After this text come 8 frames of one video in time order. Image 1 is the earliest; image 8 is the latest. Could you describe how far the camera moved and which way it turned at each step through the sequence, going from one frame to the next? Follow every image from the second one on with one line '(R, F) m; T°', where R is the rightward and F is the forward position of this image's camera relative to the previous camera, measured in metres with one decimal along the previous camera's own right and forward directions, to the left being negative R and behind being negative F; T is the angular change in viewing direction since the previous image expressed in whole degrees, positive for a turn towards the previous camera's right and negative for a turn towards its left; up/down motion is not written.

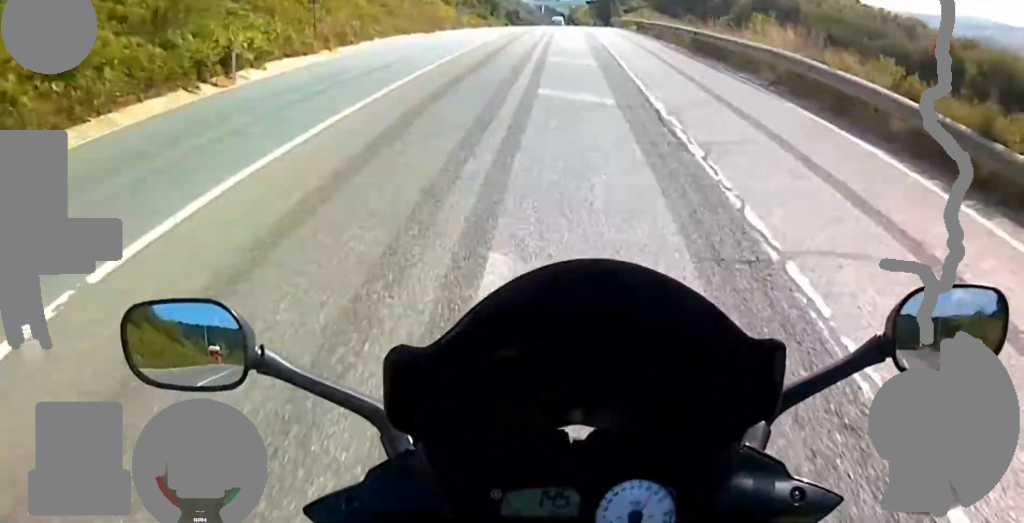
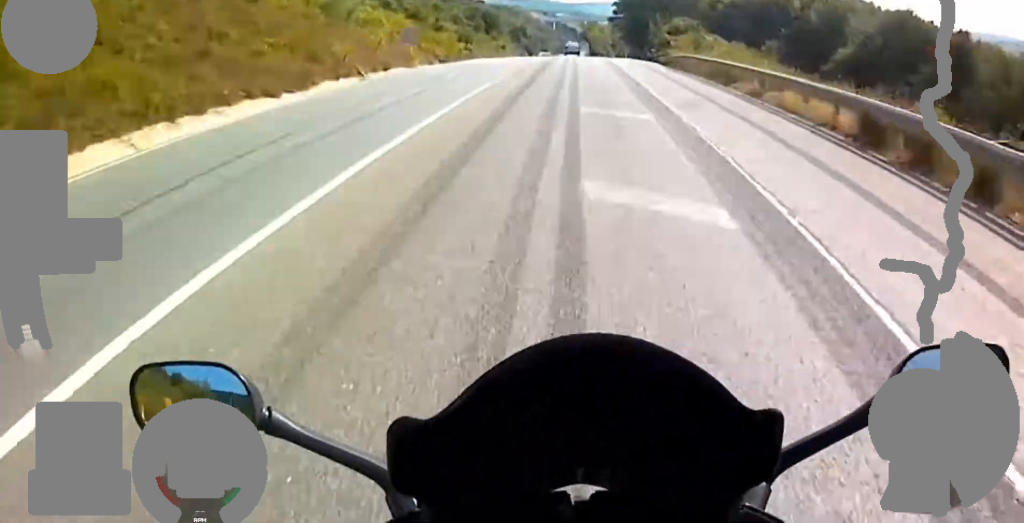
(+0.2, +35.1) m; +1°
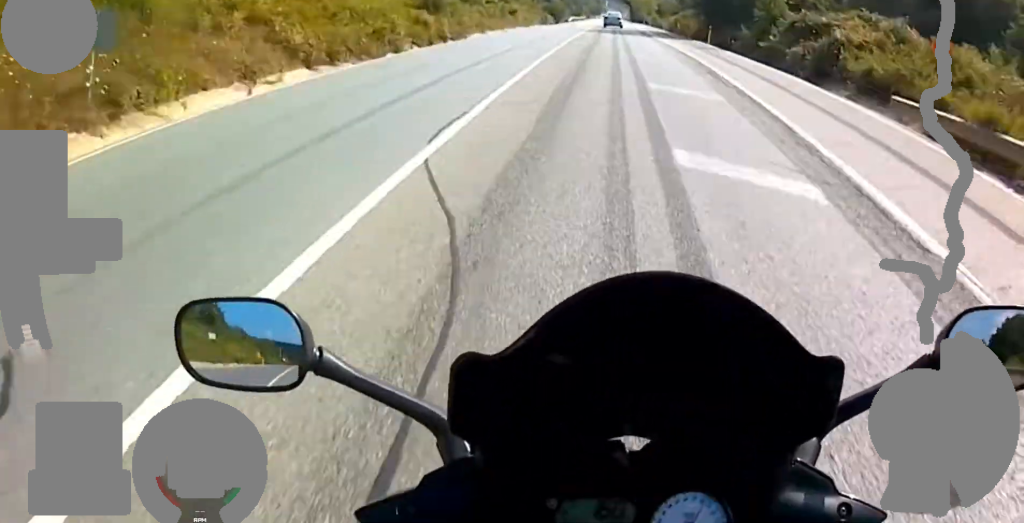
(+0.3, +32.0) m; 0°
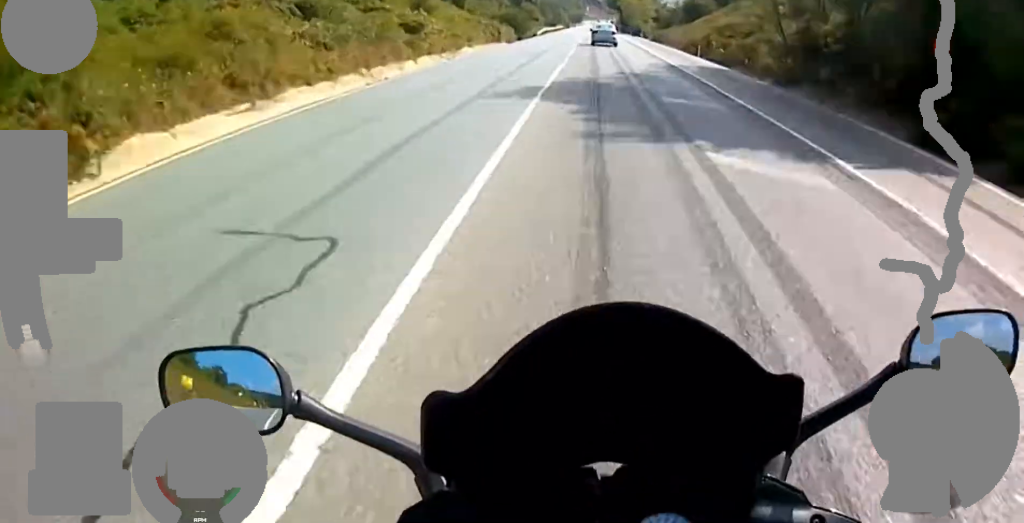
(-0.2, +35.0) m; 0°
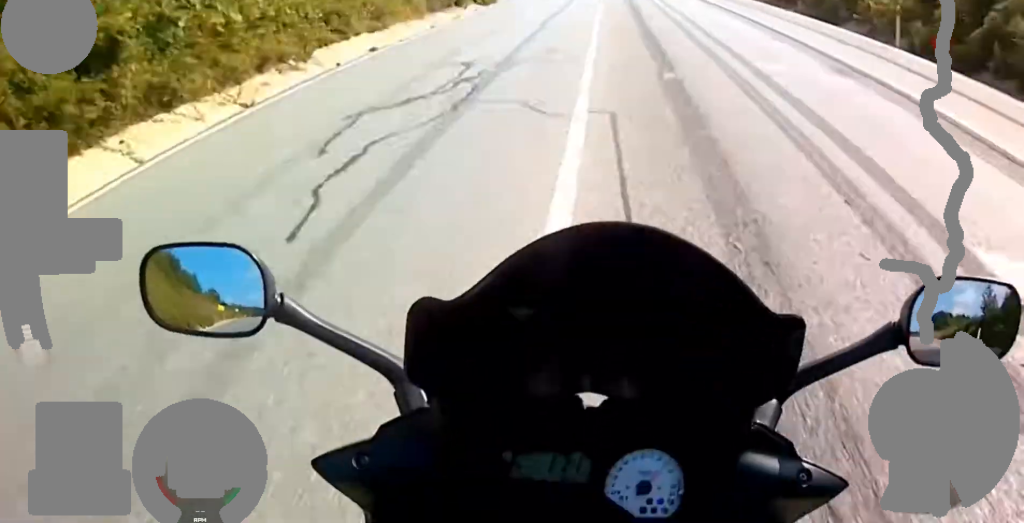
(+0.2, +27.2) m; 0°
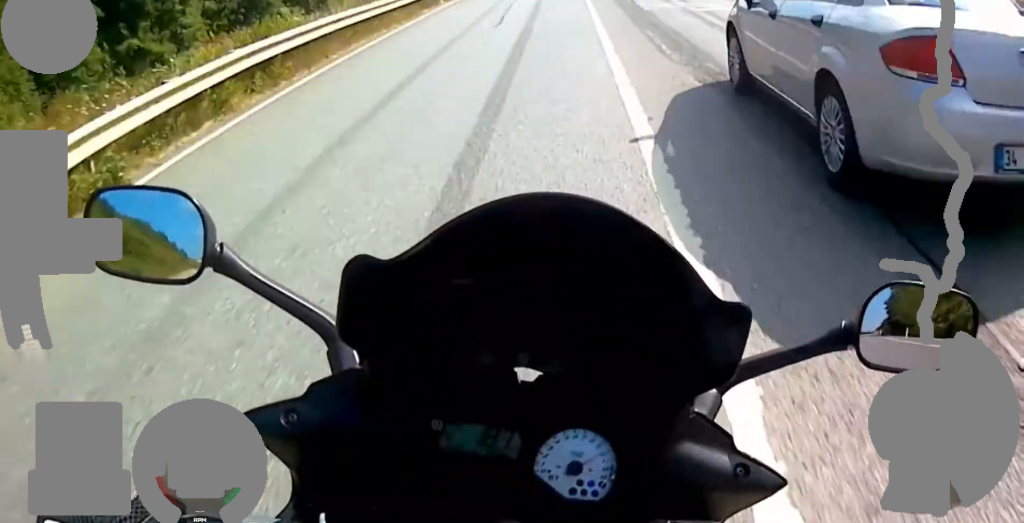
(+0.4, +51.3) m; 0°
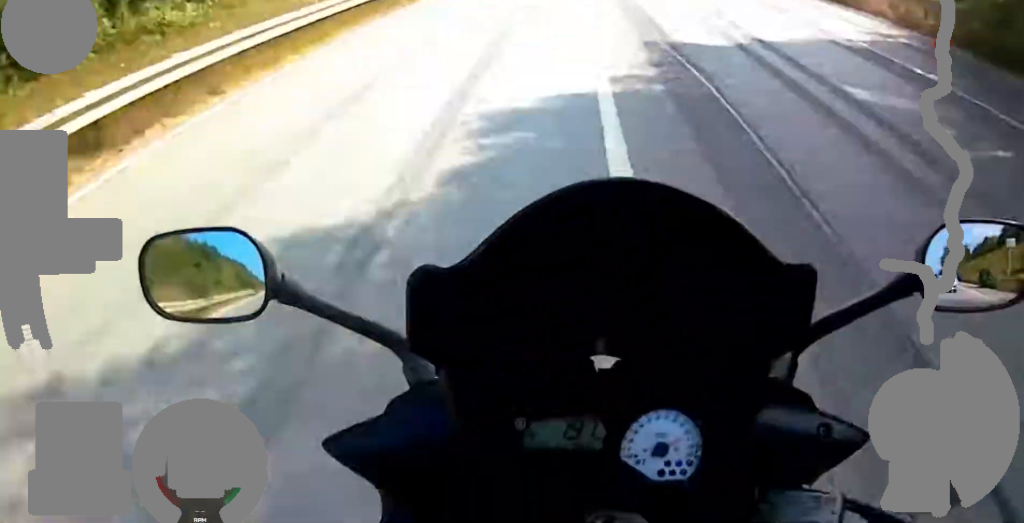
(-0.3, +40.8) m; -1°
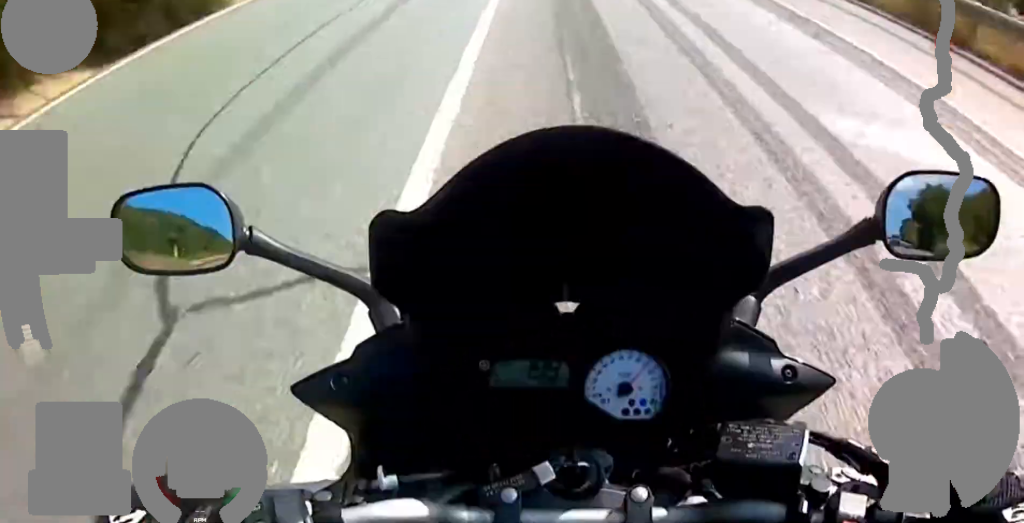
(-0.3, +45.3) m; 0°
